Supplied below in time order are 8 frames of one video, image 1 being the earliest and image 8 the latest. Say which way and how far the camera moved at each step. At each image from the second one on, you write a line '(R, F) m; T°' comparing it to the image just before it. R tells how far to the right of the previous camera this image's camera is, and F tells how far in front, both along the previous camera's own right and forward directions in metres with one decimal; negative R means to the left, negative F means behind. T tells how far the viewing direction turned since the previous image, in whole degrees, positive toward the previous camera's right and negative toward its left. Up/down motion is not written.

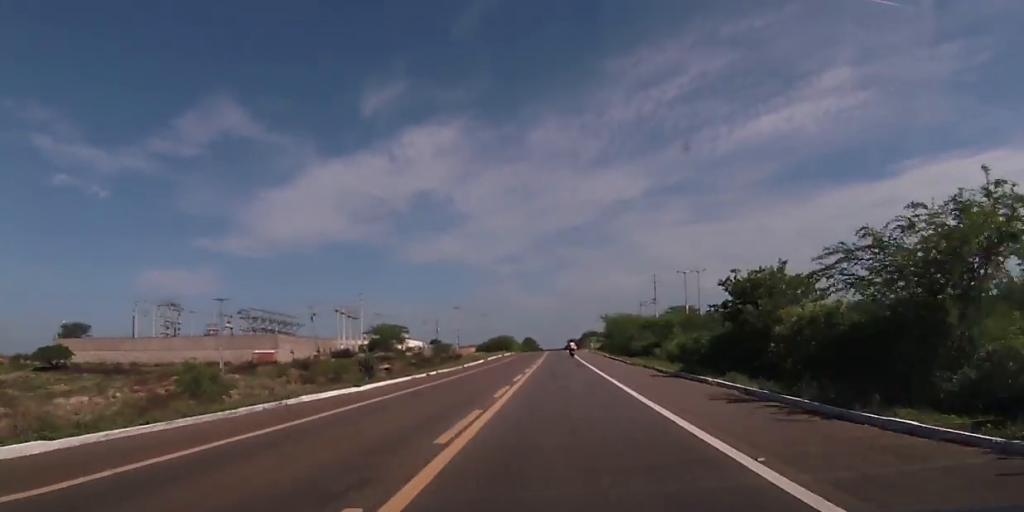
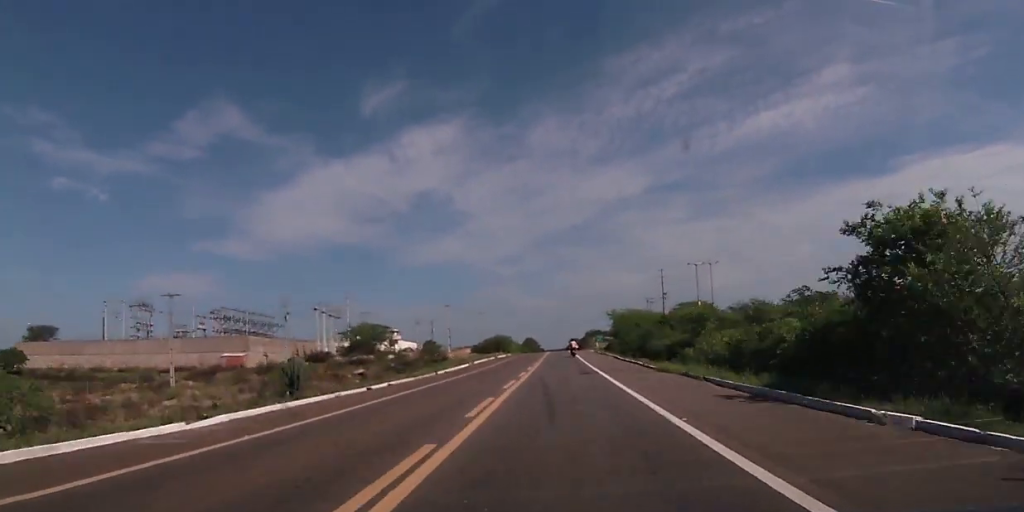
(-0.3, +12.9) m; 0°
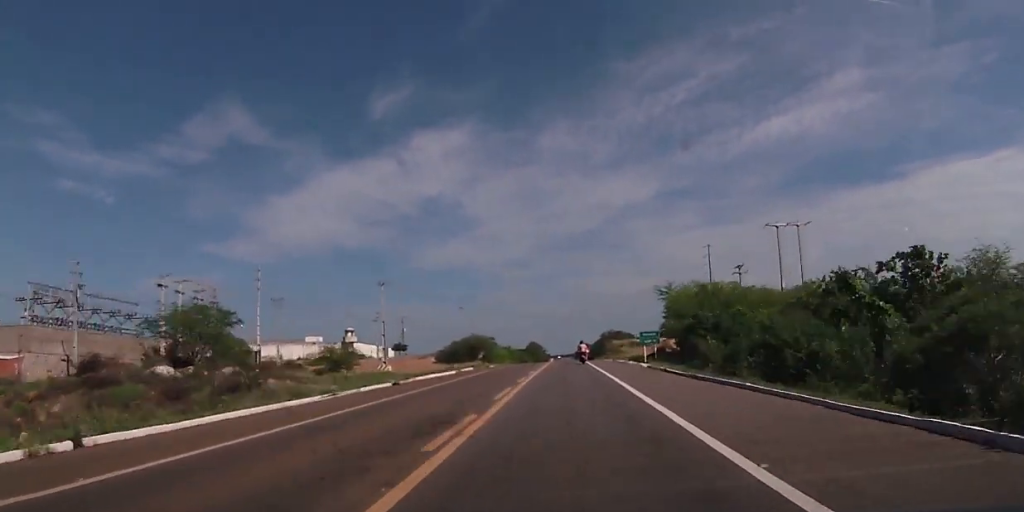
(+0.2, +54.1) m; +1°
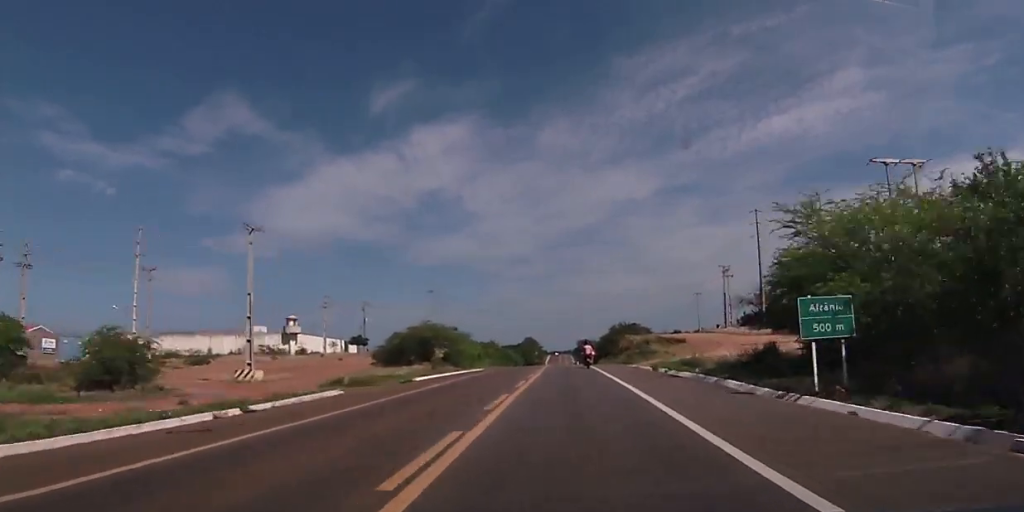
(-0.1, +36.1) m; 0°
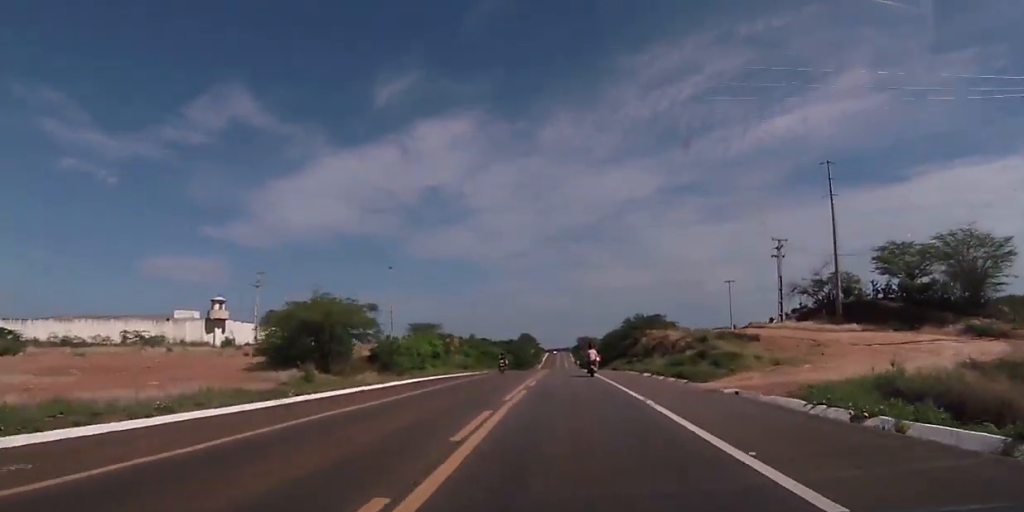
(0.0, +30.0) m; 0°
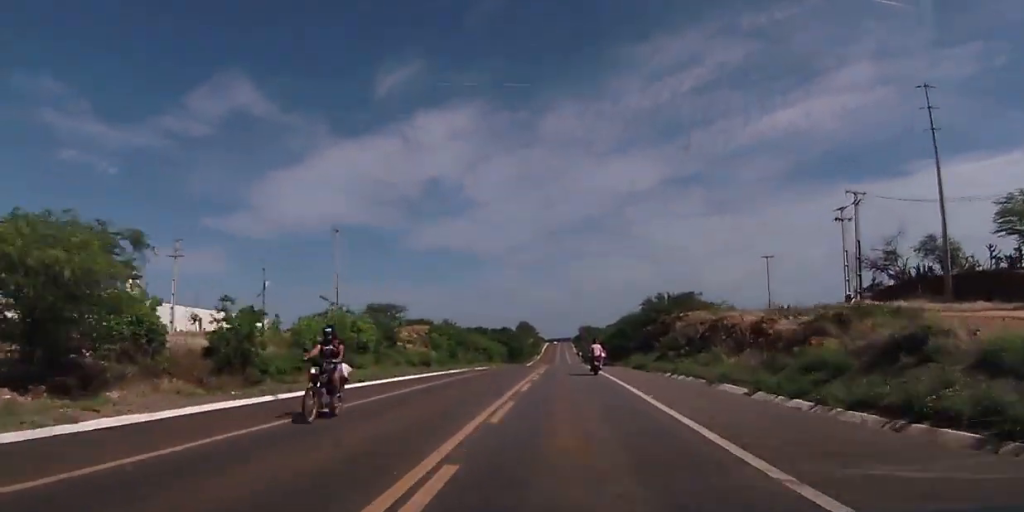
(+0.2, +23.4) m; 0°
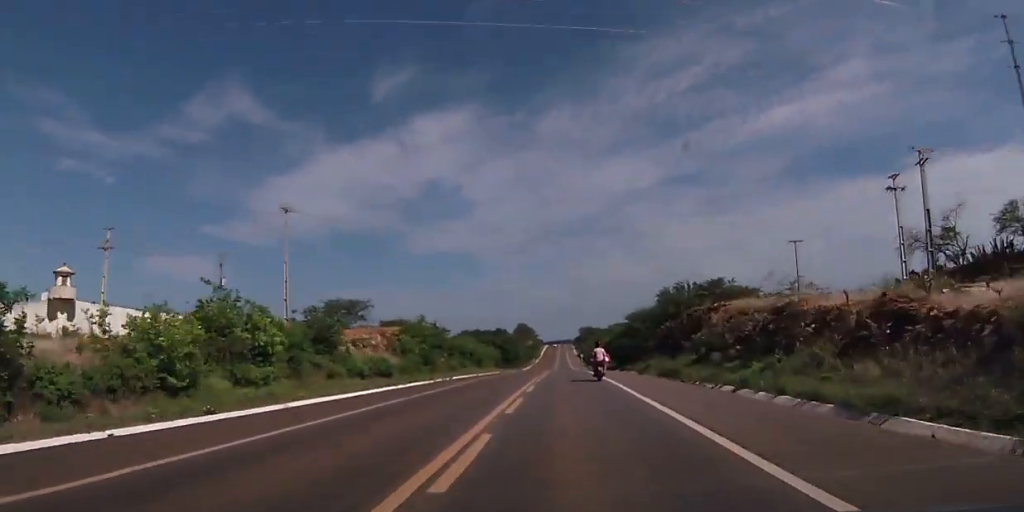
(-0.1, +13.4) m; 0°
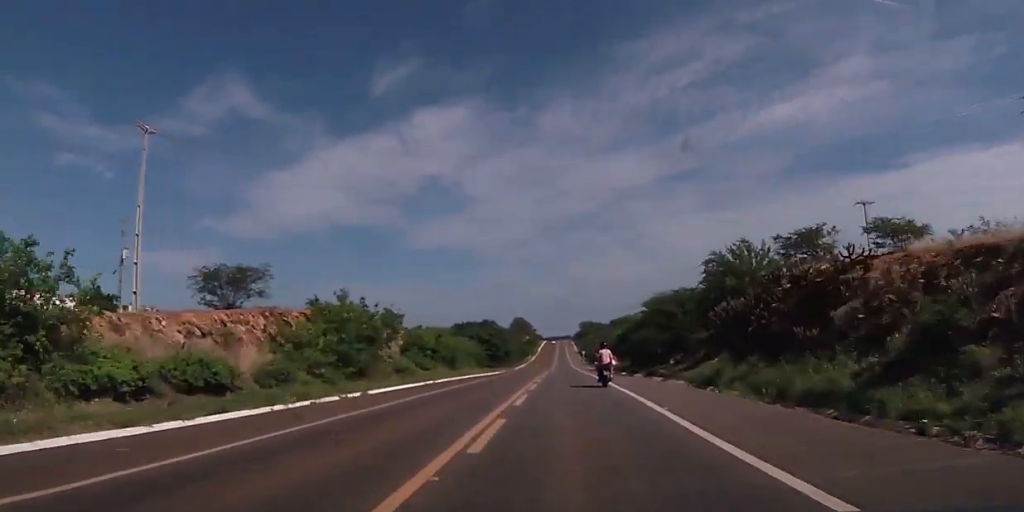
(0.0, +21.8) m; 0°
